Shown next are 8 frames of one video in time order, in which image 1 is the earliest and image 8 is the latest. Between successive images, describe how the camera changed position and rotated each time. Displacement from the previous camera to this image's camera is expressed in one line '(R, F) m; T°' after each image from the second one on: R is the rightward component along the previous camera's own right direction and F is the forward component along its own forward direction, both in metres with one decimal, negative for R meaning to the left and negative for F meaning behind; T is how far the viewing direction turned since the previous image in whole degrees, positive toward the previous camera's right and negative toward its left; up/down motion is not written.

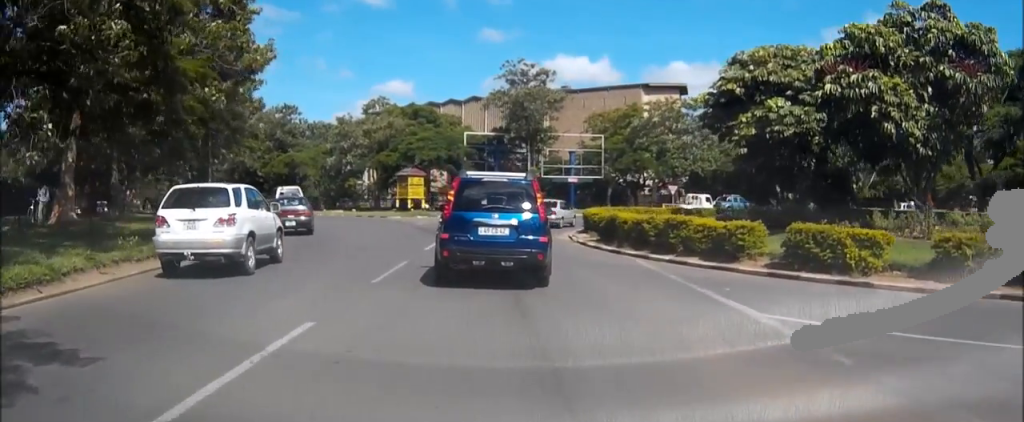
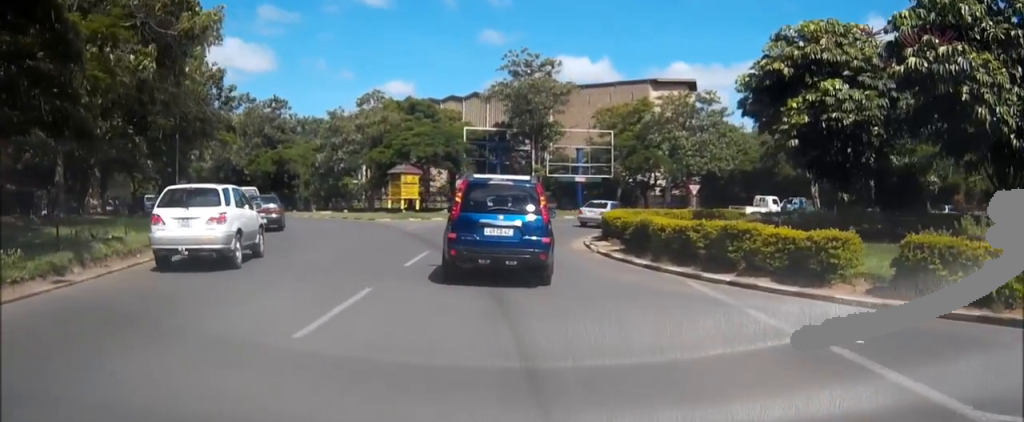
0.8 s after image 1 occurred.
(-0.1, +4.9) m; +2°
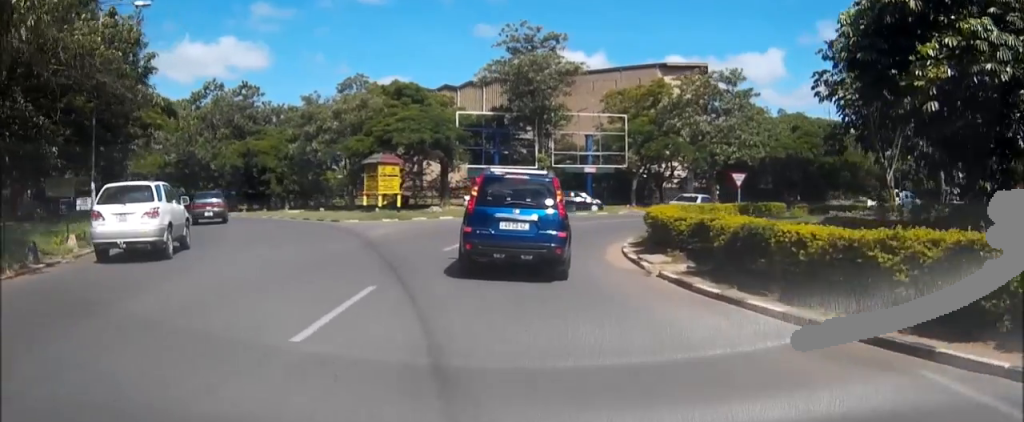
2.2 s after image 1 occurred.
(+0.4, +8.6) m; +3°
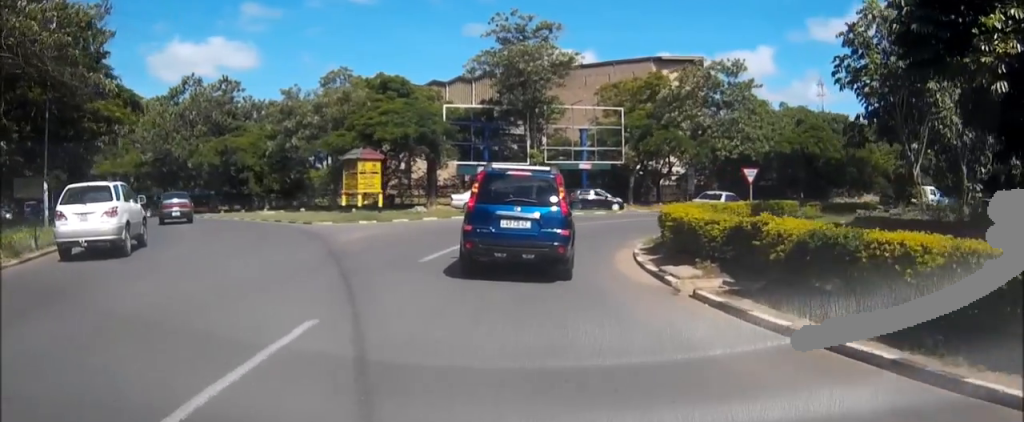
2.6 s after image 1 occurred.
(-0.1, +3.1) m; +1°
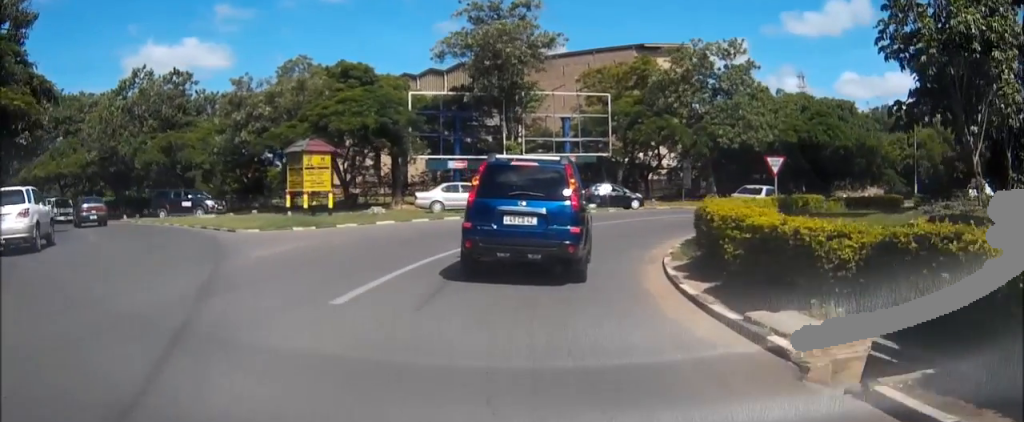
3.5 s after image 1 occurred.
(+0.3, +6.0) m; +1°
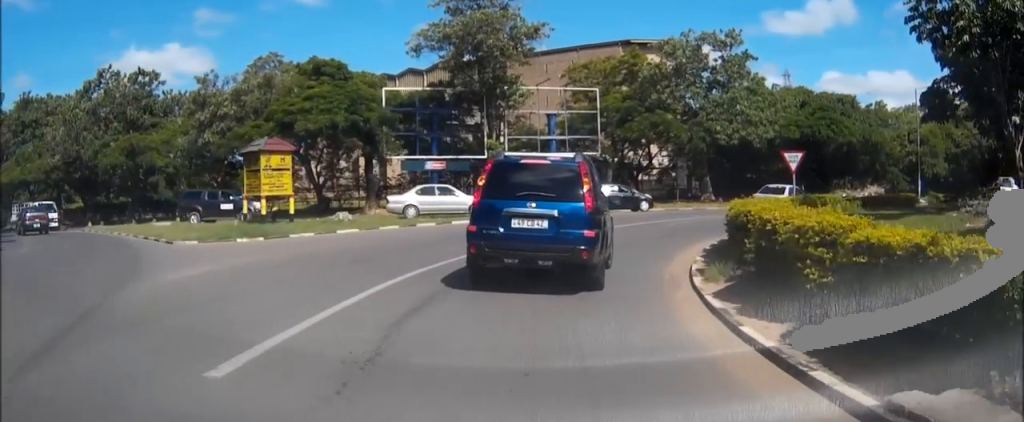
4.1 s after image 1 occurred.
(-0.1, +3.5) m; 0°
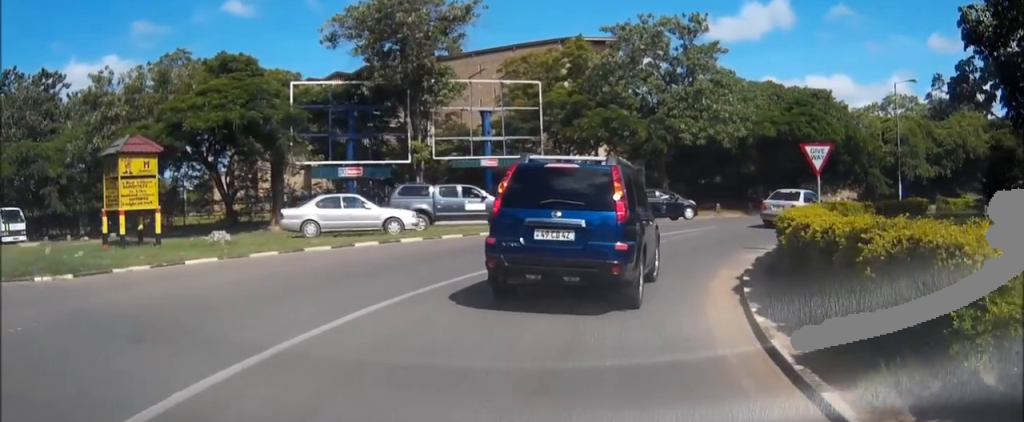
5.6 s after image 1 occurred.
(0.0, +7.5) m; +3°
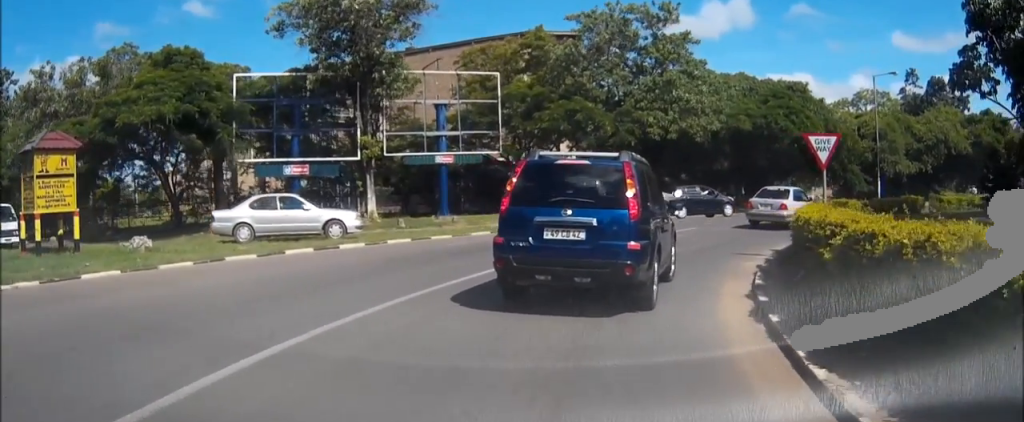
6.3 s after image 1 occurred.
(+0.1, +2.7) m; 0°
